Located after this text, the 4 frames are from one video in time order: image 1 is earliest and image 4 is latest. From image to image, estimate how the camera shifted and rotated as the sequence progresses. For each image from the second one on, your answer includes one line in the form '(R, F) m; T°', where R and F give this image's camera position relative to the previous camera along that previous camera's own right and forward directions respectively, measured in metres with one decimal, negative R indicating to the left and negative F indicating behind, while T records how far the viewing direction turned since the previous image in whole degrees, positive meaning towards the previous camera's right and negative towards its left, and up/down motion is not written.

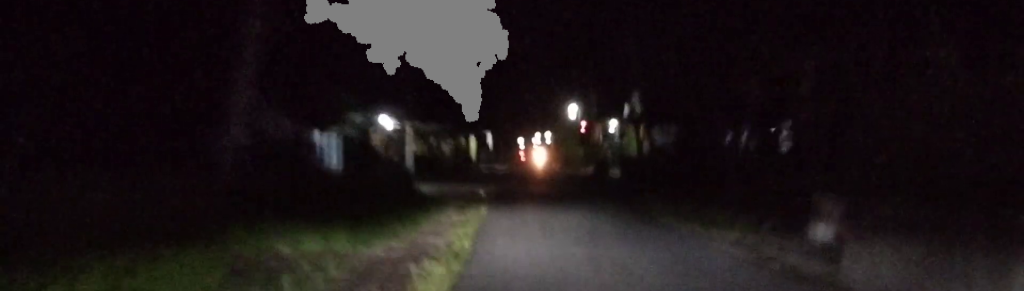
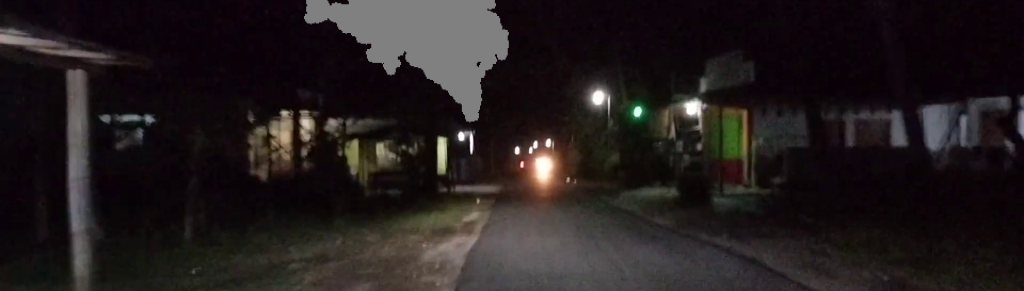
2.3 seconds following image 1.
(-0.6, +23.7) m; -2°
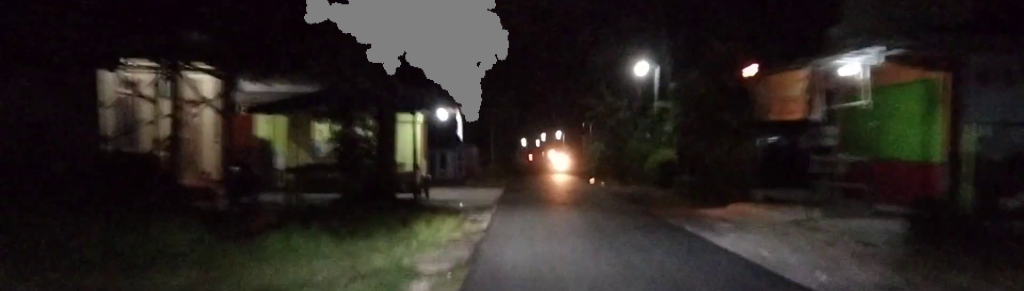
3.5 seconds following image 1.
(-0.1, +12.6) m; -1°
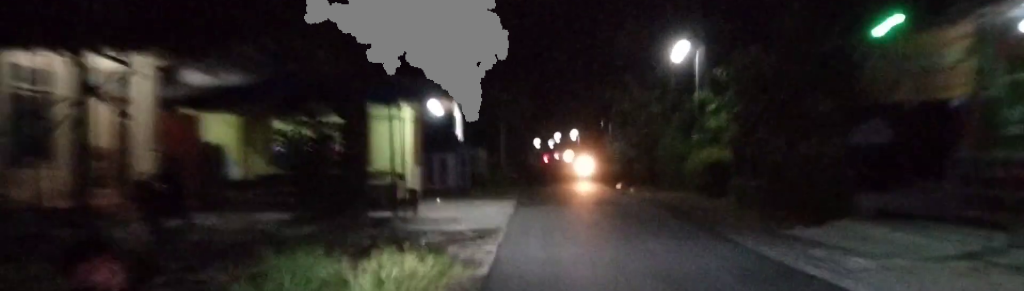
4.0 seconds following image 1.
(0.0, +4.8) m; 0°
